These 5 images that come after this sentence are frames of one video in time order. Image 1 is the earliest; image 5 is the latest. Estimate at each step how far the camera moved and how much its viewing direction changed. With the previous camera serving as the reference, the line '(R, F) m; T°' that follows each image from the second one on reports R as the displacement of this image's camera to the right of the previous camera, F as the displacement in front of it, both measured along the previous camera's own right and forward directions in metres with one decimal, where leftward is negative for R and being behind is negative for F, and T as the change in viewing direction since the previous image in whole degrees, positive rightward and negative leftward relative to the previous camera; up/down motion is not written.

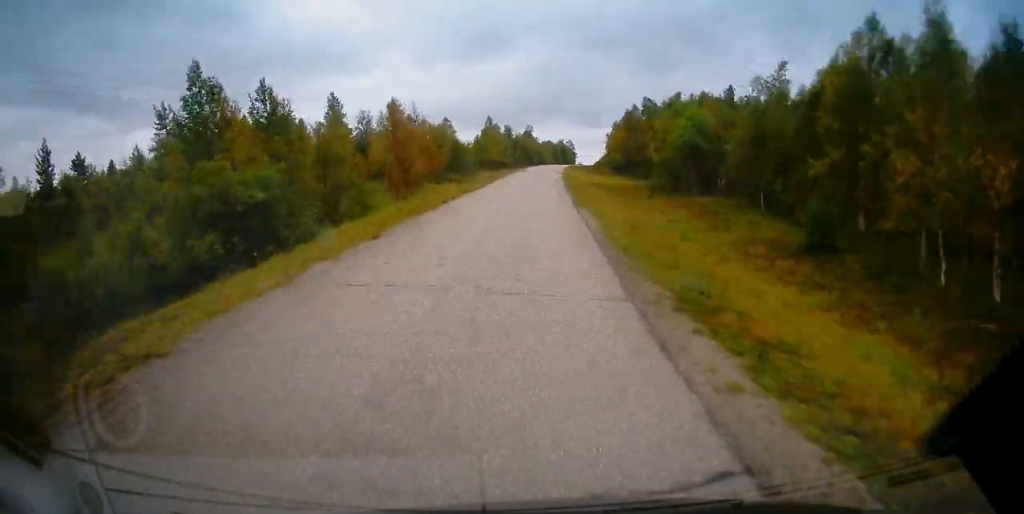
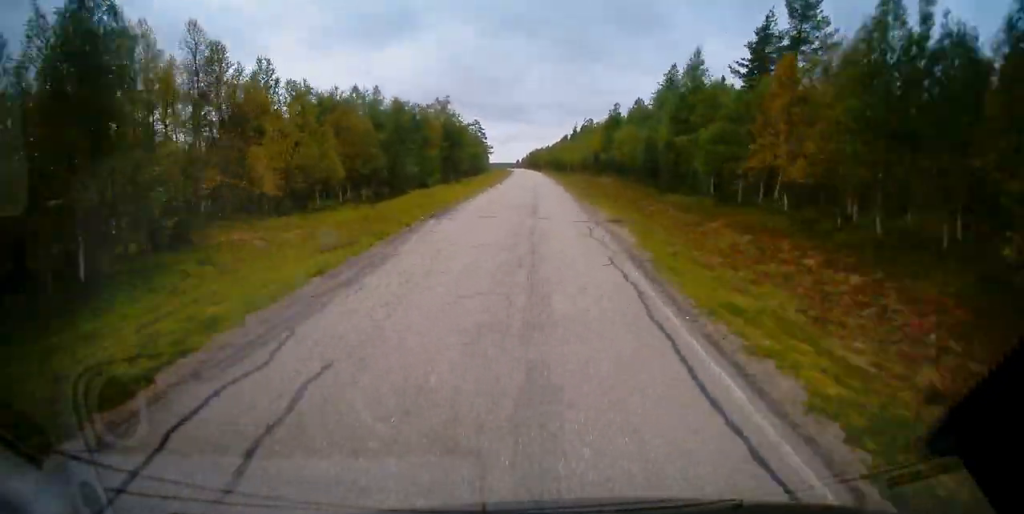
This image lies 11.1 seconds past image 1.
(+11.8, +168.4) m; +6°
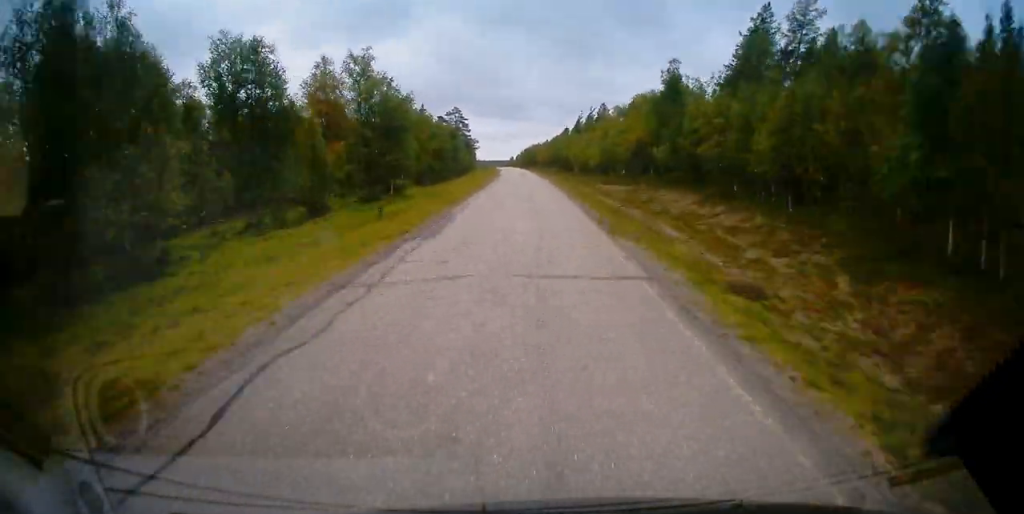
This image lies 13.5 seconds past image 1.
(+0.4, +36.7) m; -1°
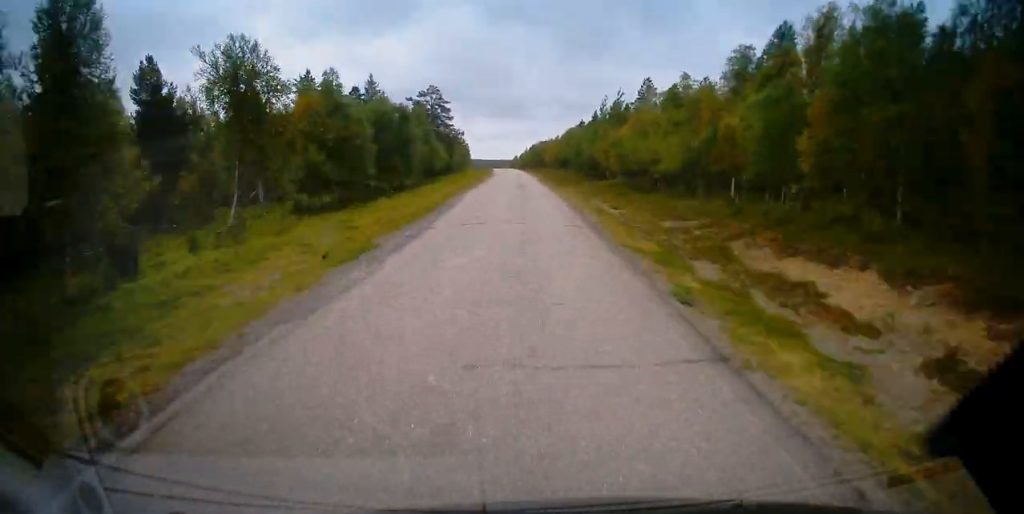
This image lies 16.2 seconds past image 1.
(+0.6, +41.9) m; -5°
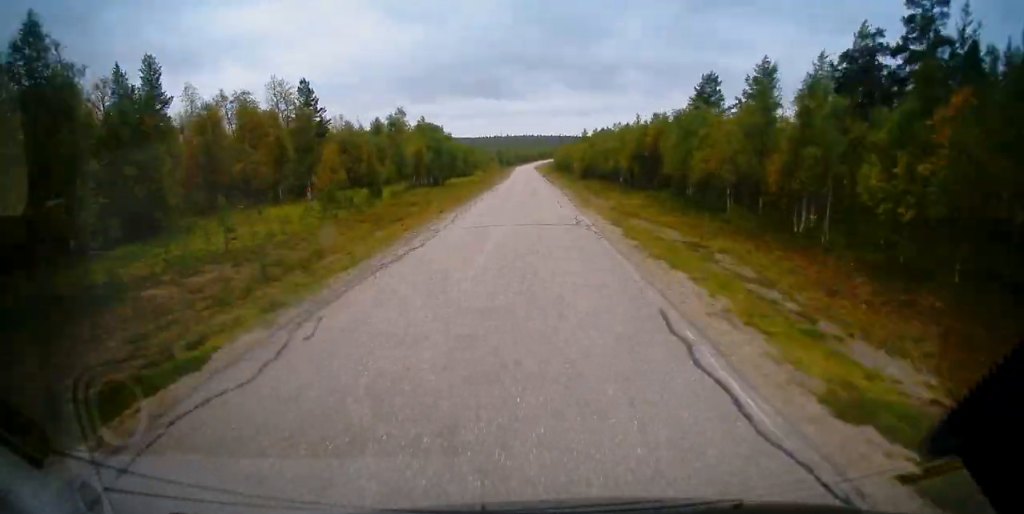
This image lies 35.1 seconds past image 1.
(+11.1, +300.4) m; -1°
